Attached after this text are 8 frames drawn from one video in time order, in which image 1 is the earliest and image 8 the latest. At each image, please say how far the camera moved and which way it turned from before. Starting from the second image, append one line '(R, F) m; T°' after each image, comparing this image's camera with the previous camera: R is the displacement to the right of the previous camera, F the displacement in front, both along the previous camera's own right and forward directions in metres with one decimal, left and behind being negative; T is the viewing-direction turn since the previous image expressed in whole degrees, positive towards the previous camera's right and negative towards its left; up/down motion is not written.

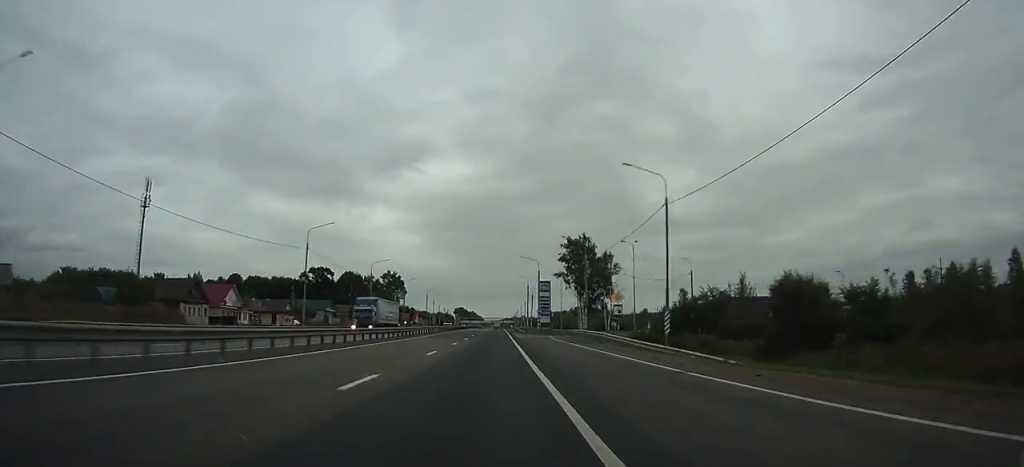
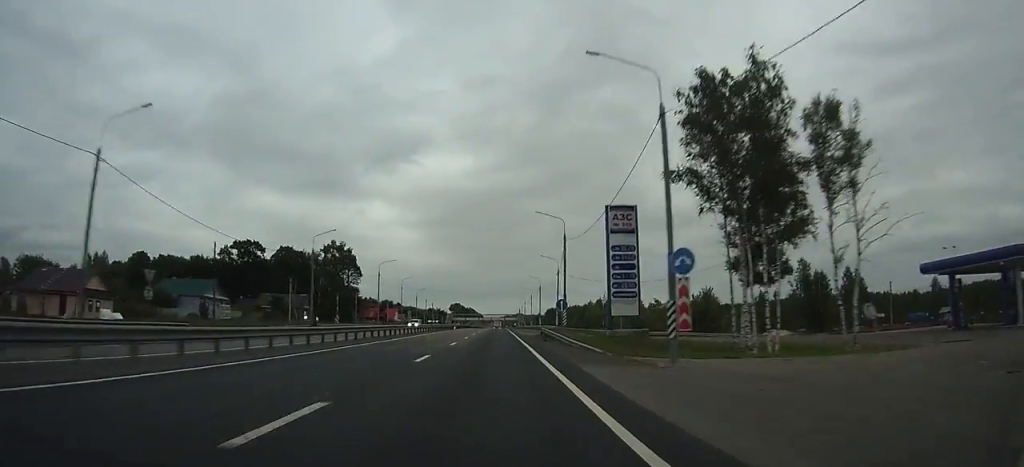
(+1.0, +64.6) m; +1°
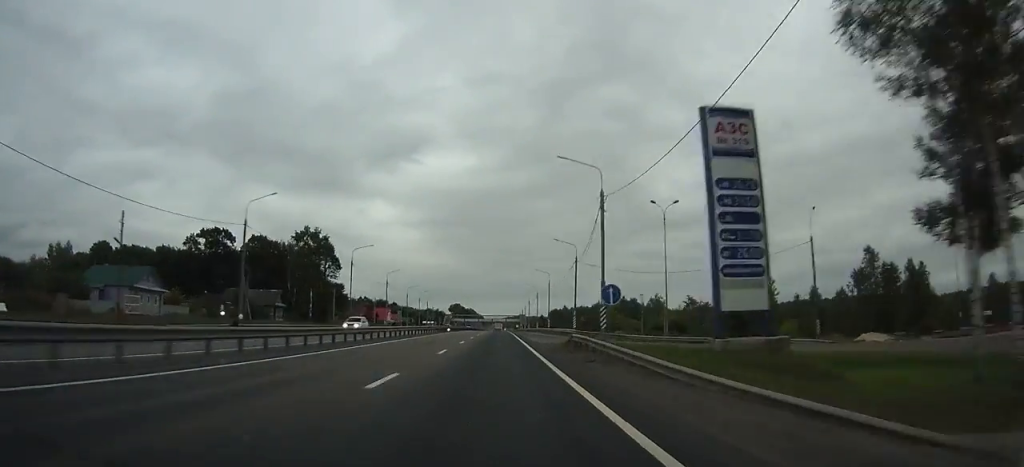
(0.0, +18.7) m; 0°
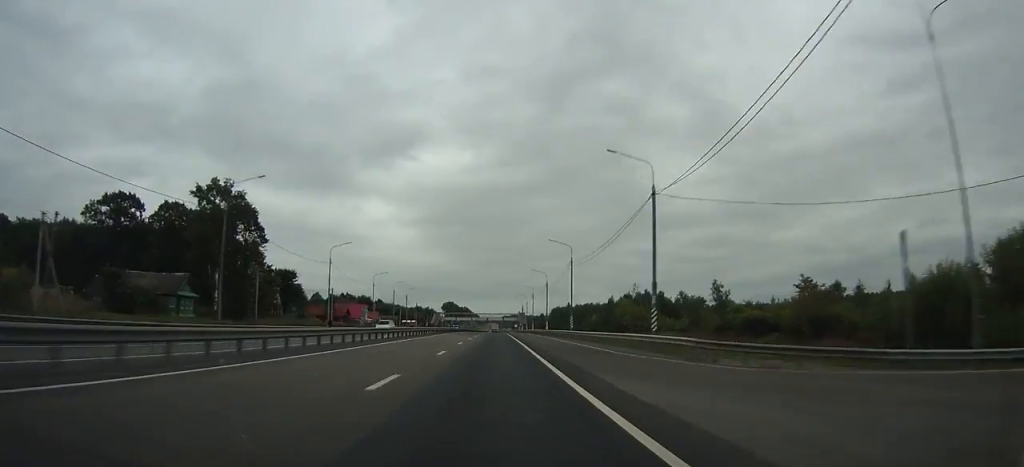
(0.0, +36.0) m; 0°
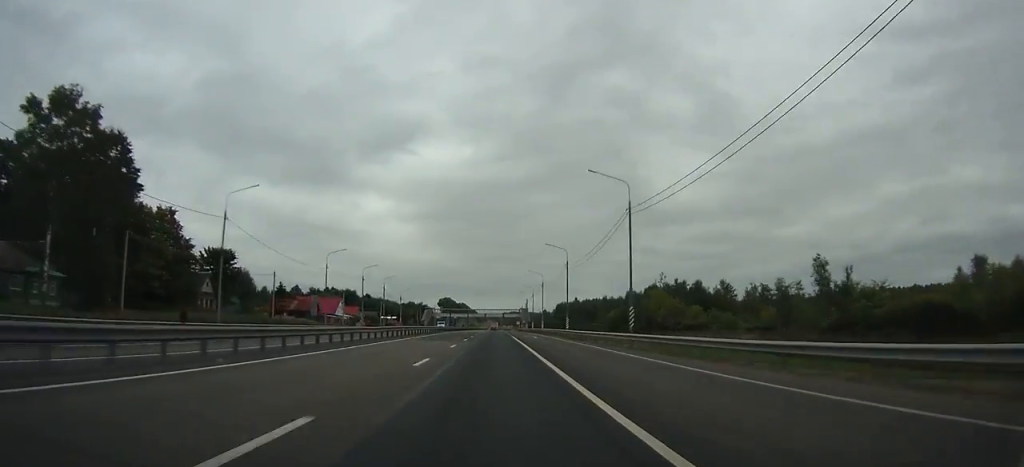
(0.0, +30.2) m; 0°
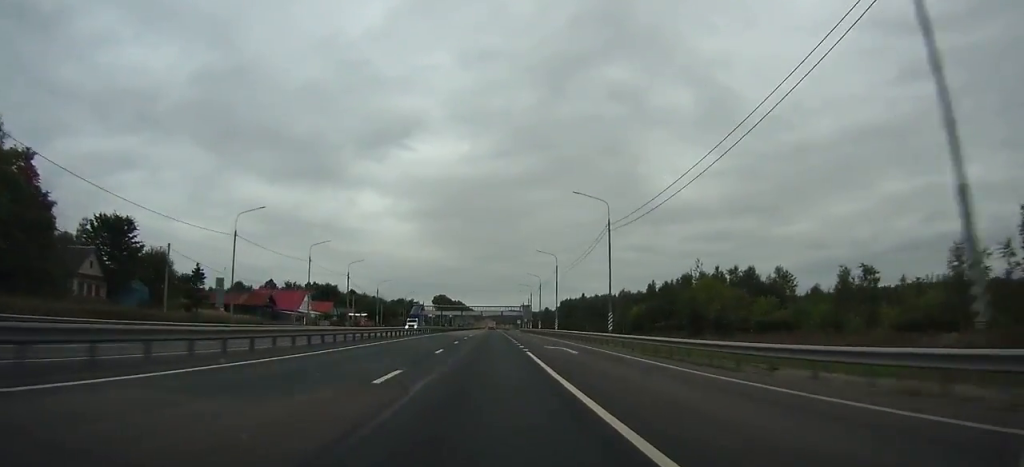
(+0.1, +28.7) m; 0°
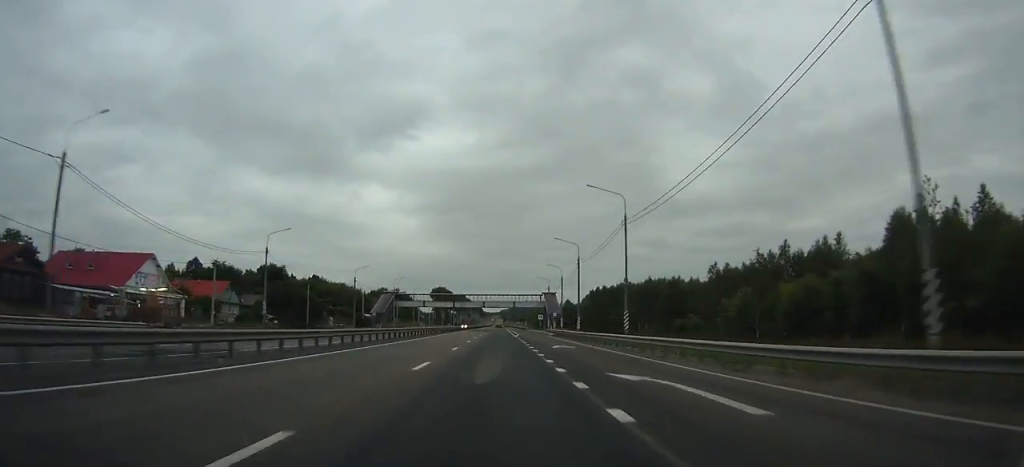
(+0.3, +68.5) m; 0°
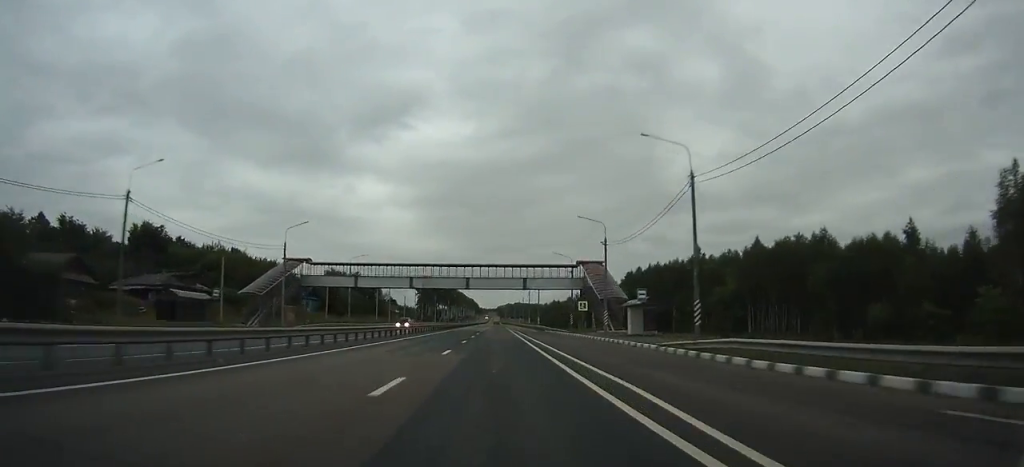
(-0.7, +65.4) m; -1°
